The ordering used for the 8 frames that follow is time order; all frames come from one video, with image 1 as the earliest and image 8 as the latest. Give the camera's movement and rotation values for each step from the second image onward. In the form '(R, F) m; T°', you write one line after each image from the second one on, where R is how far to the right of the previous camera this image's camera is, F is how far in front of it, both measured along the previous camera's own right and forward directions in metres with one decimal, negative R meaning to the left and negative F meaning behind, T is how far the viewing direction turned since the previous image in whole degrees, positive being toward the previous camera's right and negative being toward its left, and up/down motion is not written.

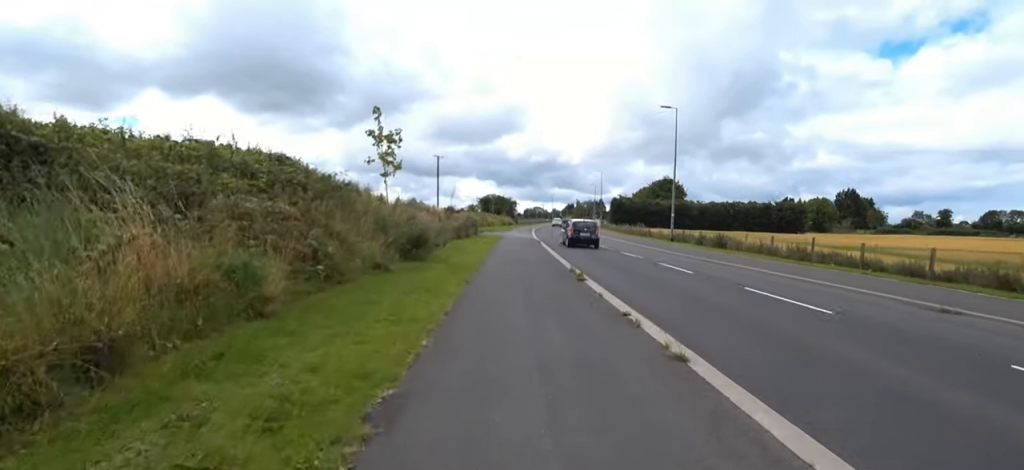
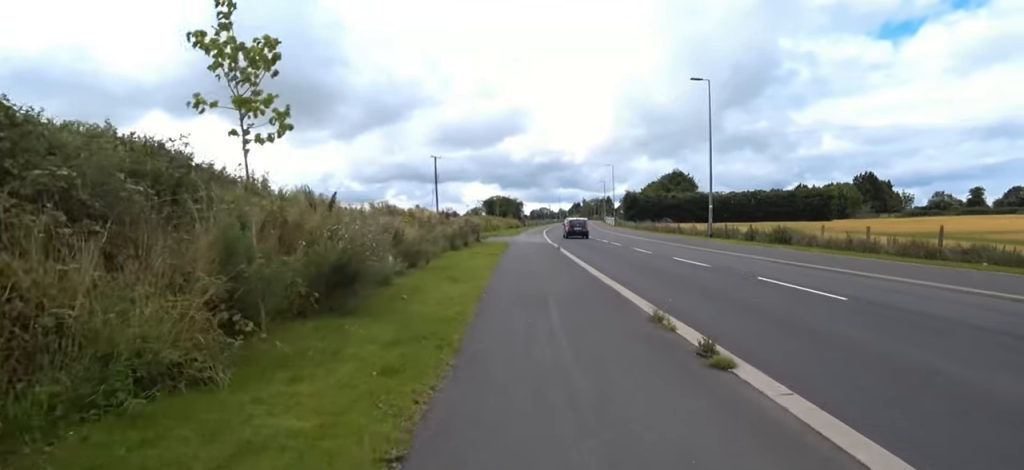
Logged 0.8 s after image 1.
(0.0, +5.9) m; -4°
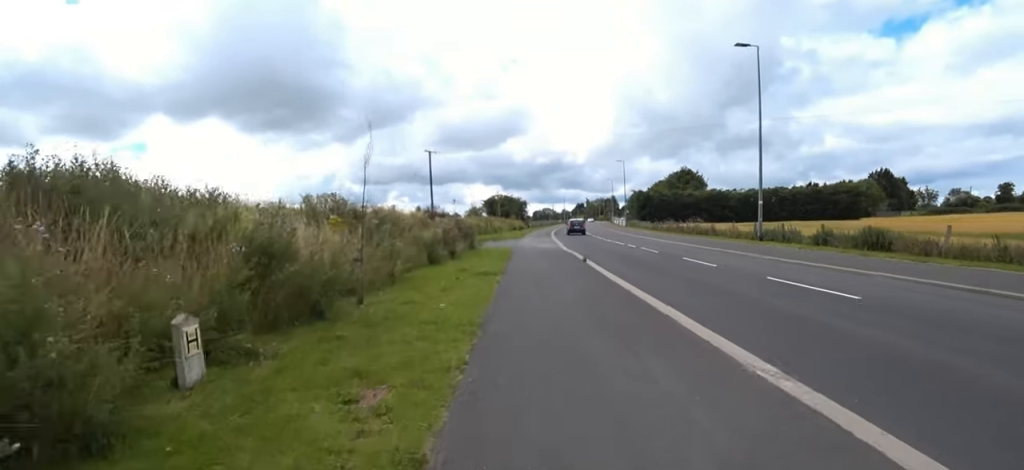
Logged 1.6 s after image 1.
(-0.4, +6.2) m; +3°
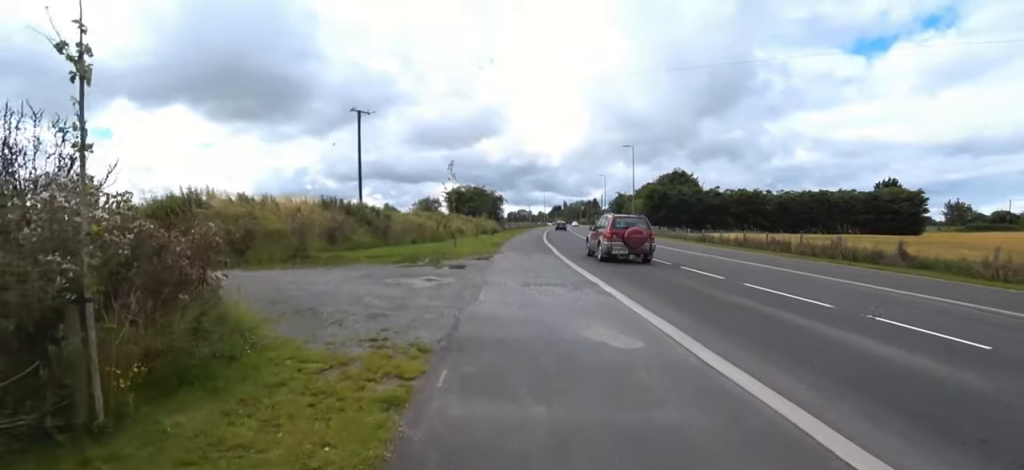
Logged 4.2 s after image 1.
(+1.4, +18.3) m; +1°
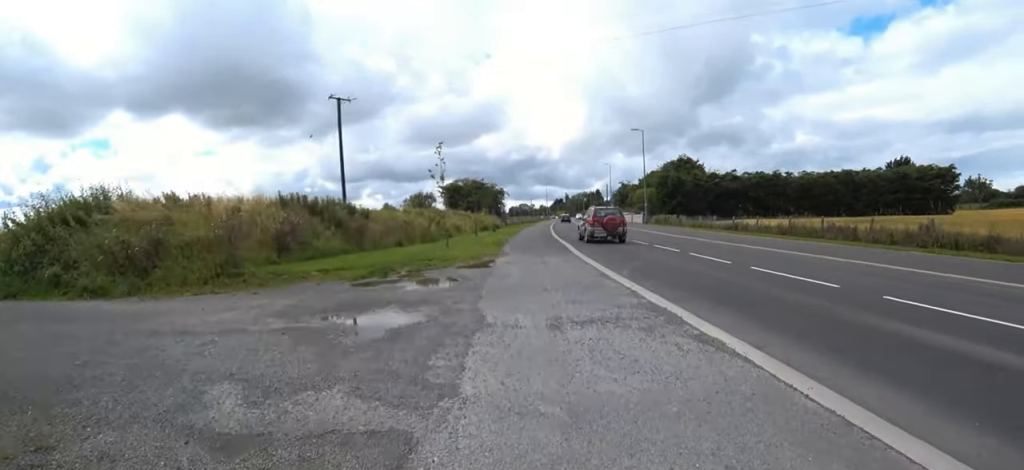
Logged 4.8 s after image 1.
(0.0, +4.1) m; 0°
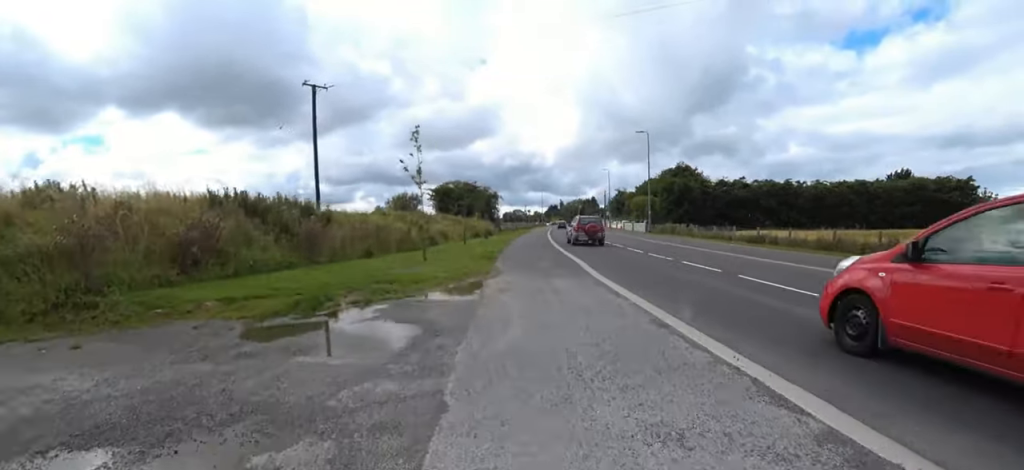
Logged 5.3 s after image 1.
(0.0, +3.7) m; 0°
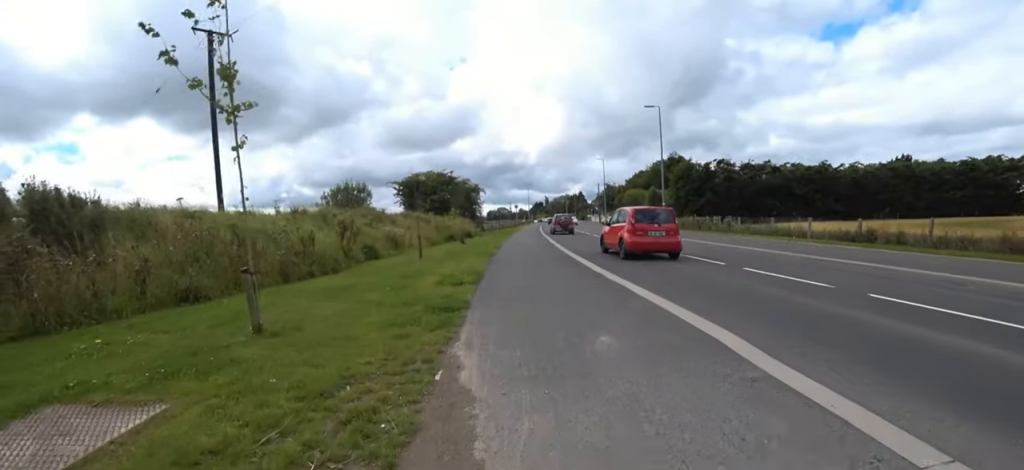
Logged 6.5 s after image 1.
(0.0, +8.7) m; 0°
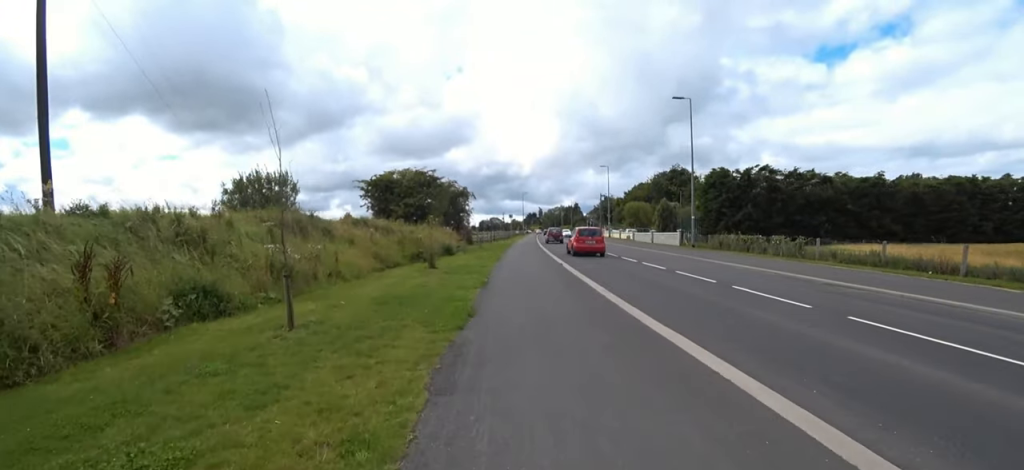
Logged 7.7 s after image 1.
(0.0, +7.9) m; 0°
